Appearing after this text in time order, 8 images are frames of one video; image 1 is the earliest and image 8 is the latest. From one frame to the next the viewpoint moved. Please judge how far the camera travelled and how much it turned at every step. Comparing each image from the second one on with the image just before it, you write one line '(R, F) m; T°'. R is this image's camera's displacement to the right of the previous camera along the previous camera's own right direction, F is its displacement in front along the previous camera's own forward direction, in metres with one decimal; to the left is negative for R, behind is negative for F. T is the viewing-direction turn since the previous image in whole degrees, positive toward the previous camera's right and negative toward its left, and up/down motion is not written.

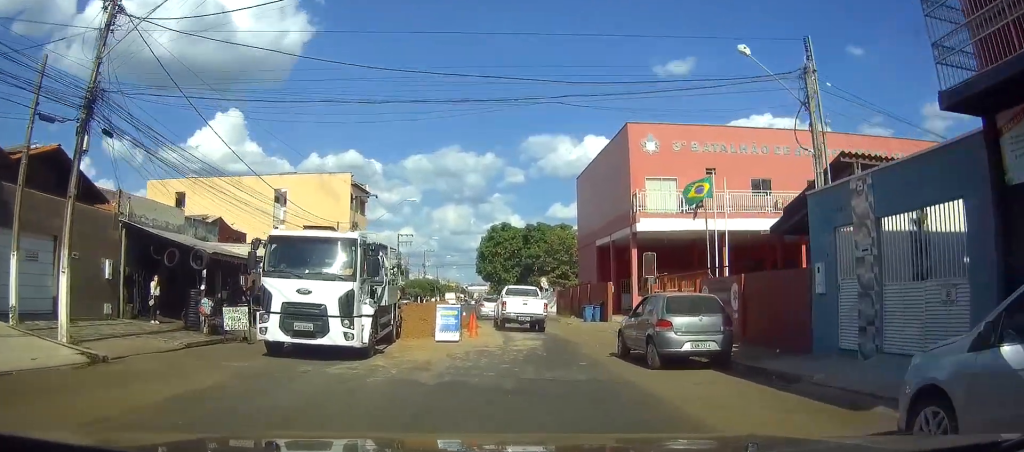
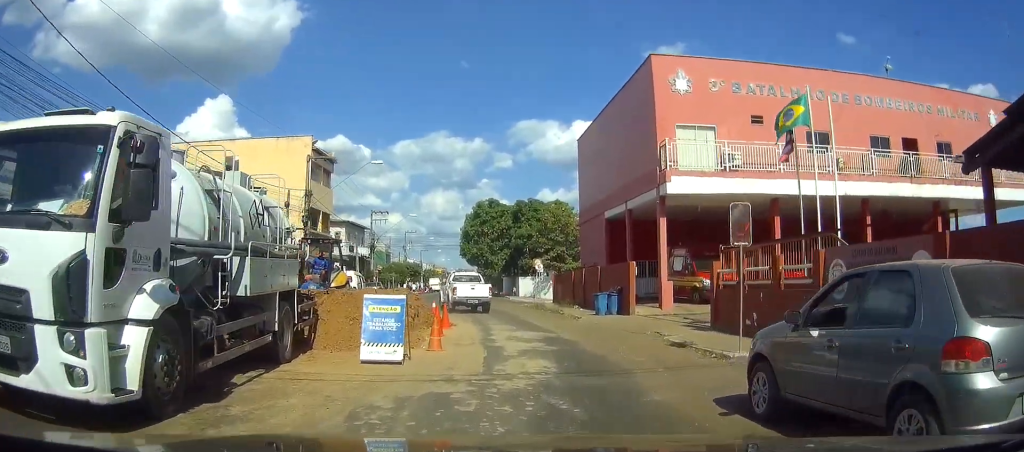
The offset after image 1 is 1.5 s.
(+0.3, +9.9) m; +1°
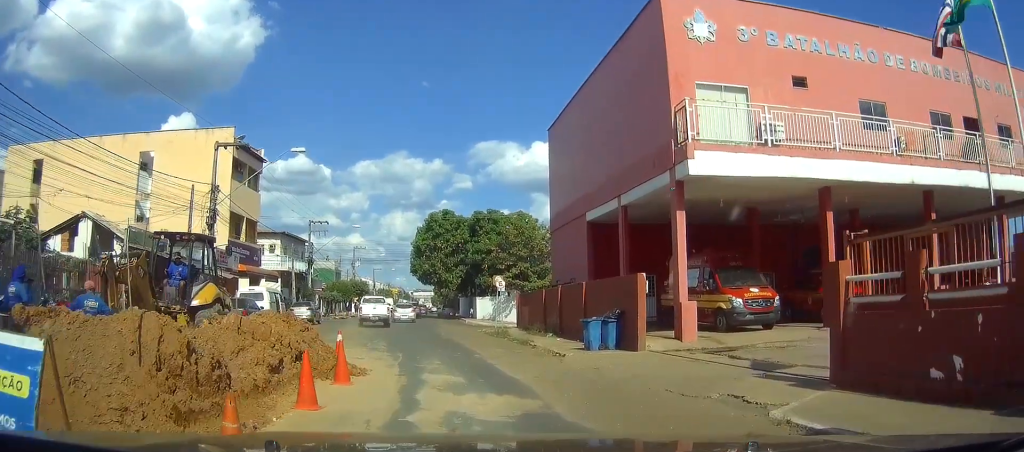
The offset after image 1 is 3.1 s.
(-0.1, +9.6) m; -3°
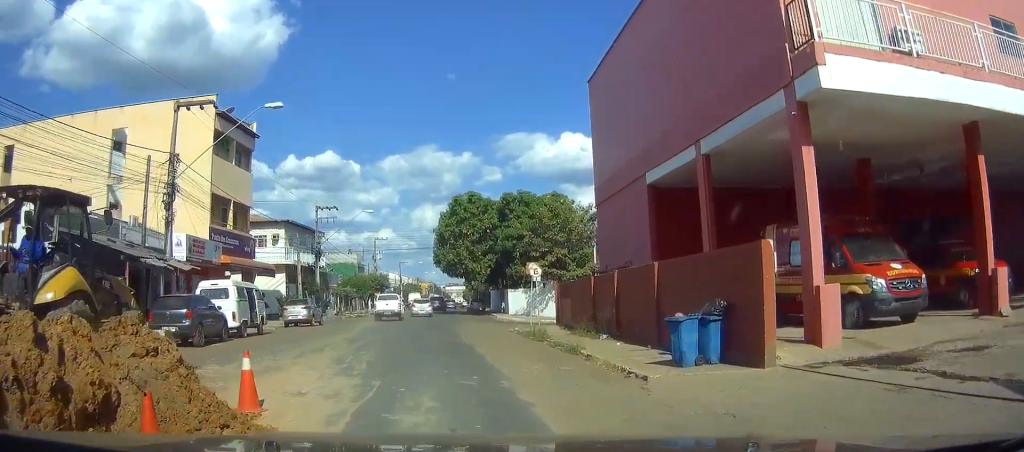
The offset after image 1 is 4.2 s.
(-0.2, +7.1) m; -2°
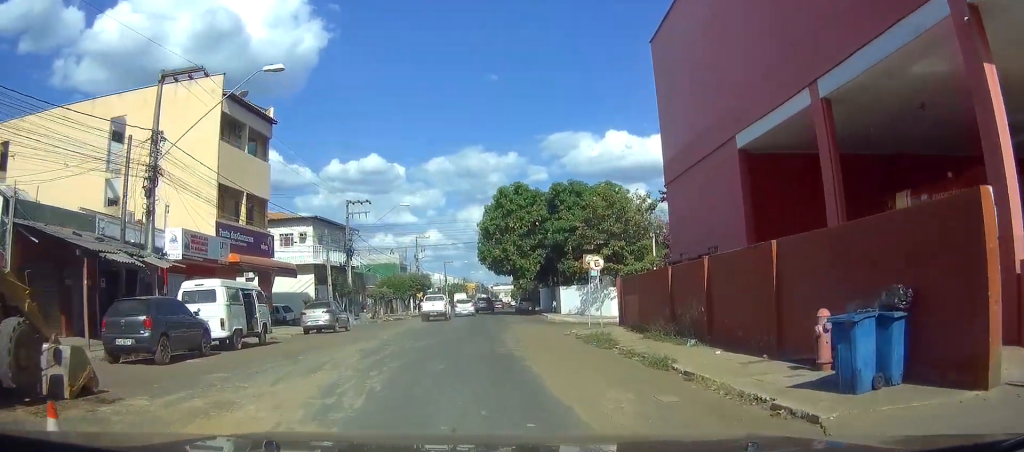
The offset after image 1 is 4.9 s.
(+0.1, +4.7) m; -2°
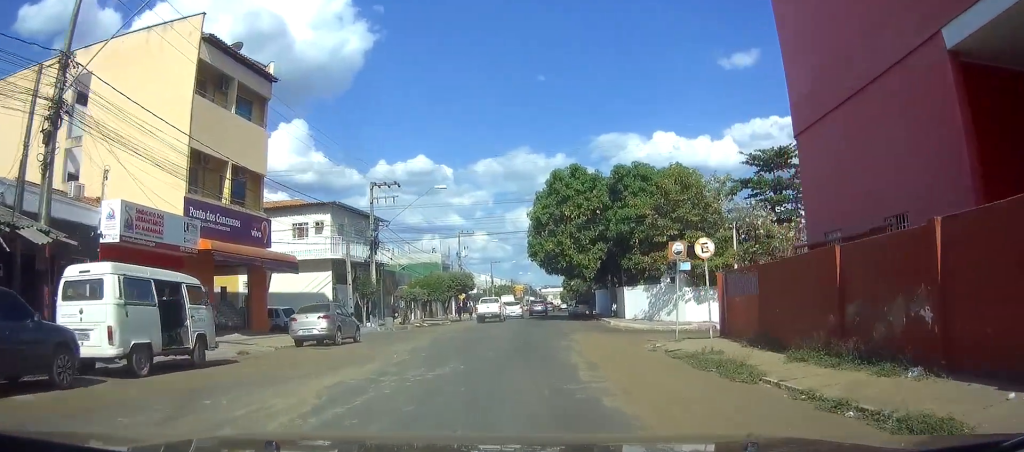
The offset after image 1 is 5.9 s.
(-0.3, +7.6) m; -2°
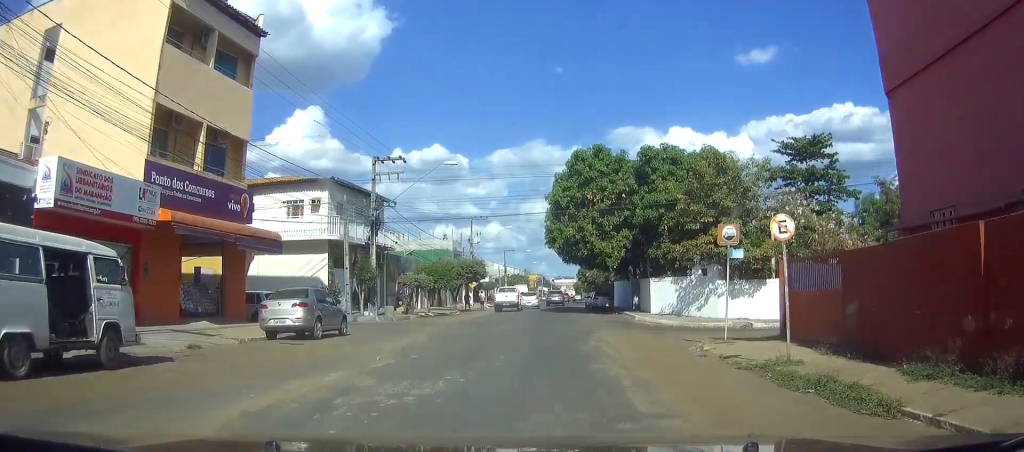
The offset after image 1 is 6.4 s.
(+0.1, +3.8) m; 0°
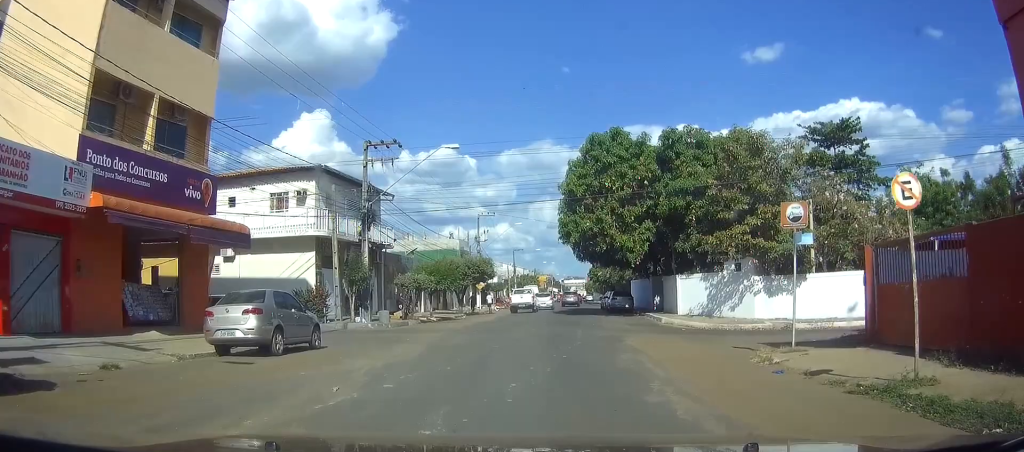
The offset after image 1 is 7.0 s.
(0.0, +4.1) m; 0°
